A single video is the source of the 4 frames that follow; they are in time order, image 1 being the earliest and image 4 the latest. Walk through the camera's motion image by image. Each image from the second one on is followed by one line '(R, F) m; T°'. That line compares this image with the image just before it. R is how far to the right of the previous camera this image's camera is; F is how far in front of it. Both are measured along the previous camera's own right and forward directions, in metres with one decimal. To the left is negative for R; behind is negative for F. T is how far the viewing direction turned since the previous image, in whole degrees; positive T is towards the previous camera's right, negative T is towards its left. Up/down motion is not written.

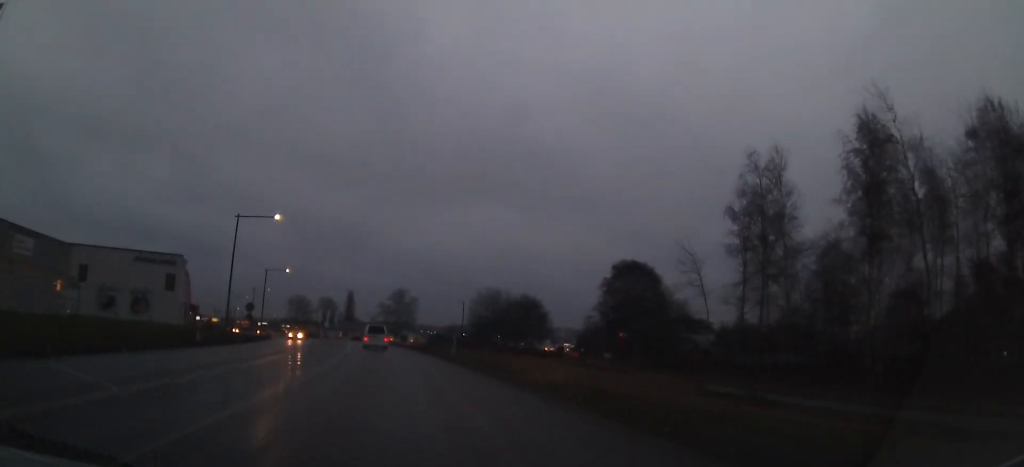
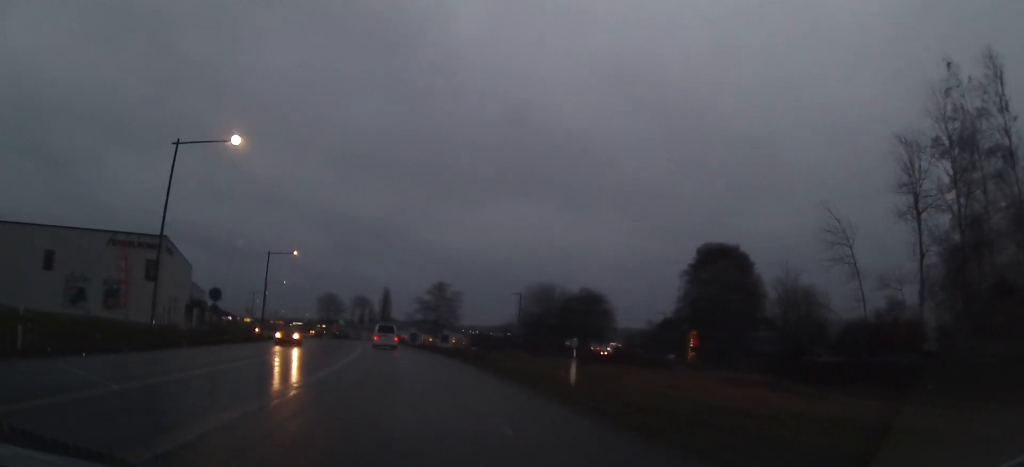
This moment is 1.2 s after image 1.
(-0.6, +17.8) m; -4°
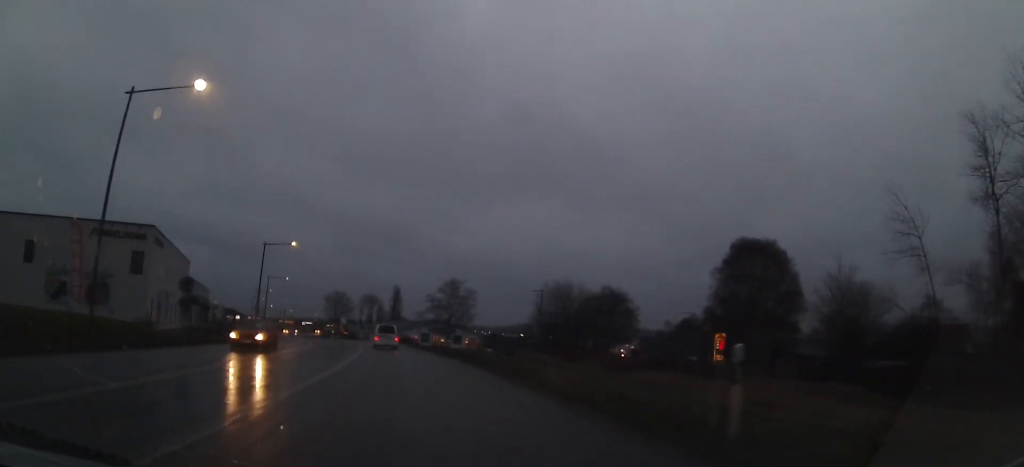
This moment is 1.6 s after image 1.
(-0.2, +6.3) m; -1°
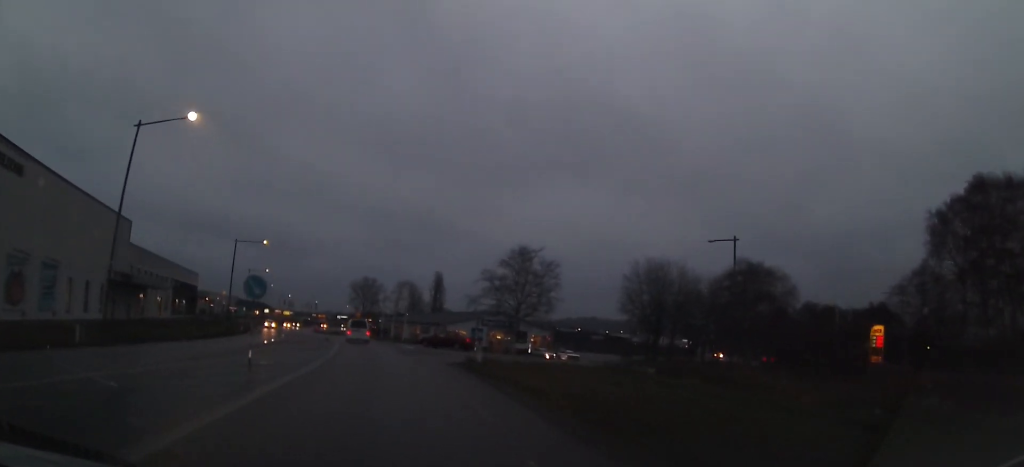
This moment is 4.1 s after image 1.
(-0.7, +33.5) m; -3°
